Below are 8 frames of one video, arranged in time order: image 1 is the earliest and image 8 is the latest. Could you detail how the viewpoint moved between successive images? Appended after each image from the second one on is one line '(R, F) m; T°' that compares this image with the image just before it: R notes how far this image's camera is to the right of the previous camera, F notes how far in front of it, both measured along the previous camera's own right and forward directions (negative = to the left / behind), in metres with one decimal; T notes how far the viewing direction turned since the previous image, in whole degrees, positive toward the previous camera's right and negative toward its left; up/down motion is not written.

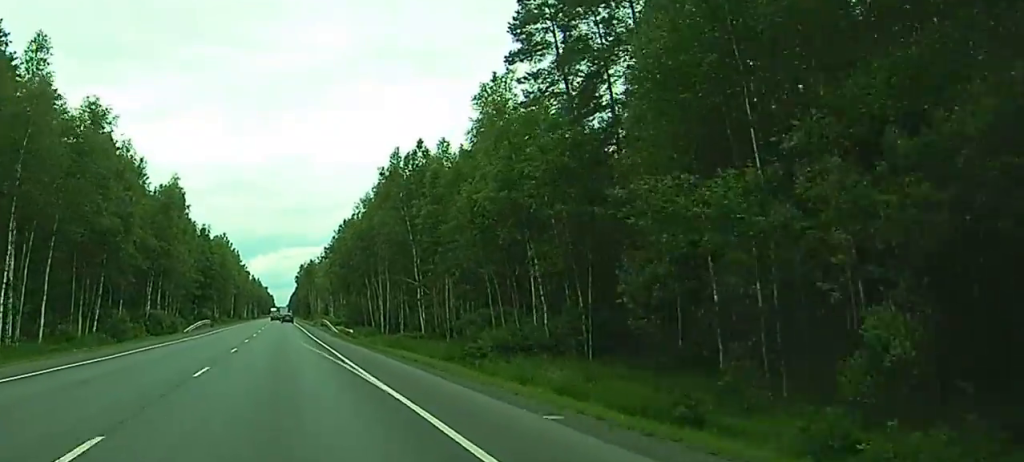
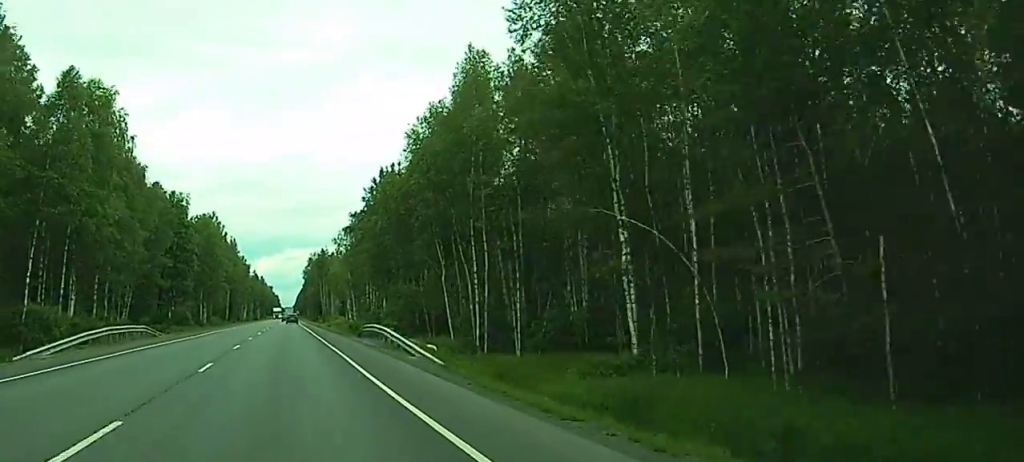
(0.0, +46.5) m; 0°
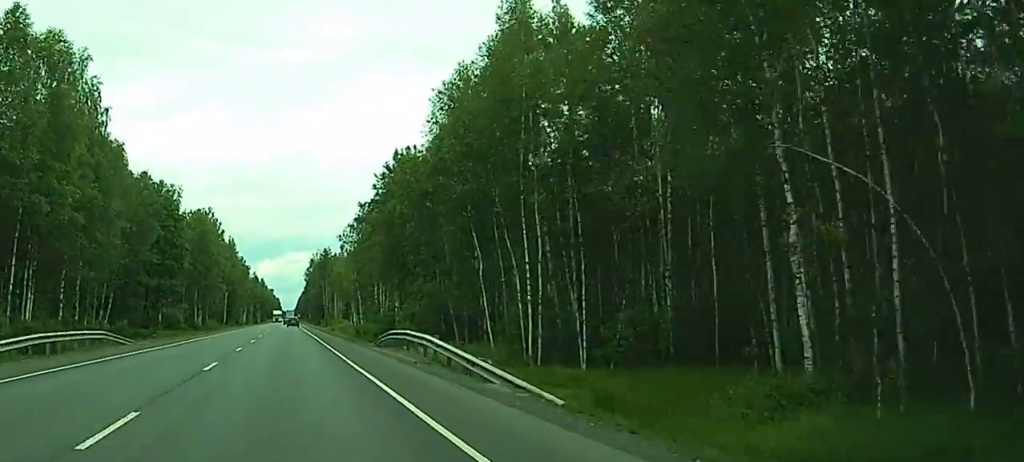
(0.0, +10.9) m; 0°
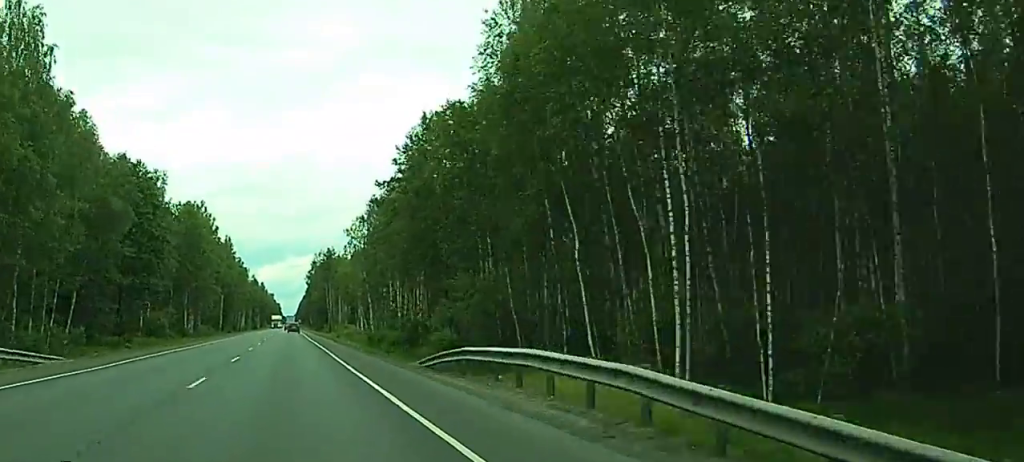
(0.0, +15.6) m; 0°
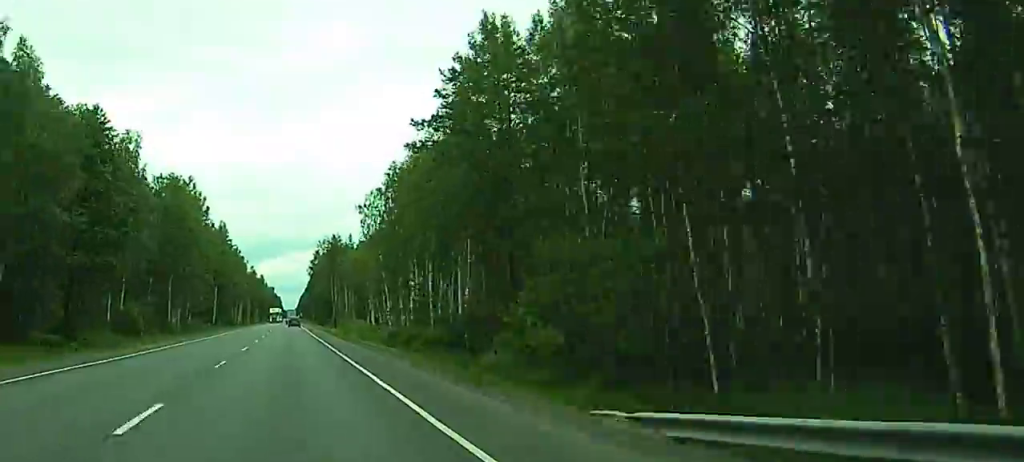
(0.0, +19.2) m; 0°
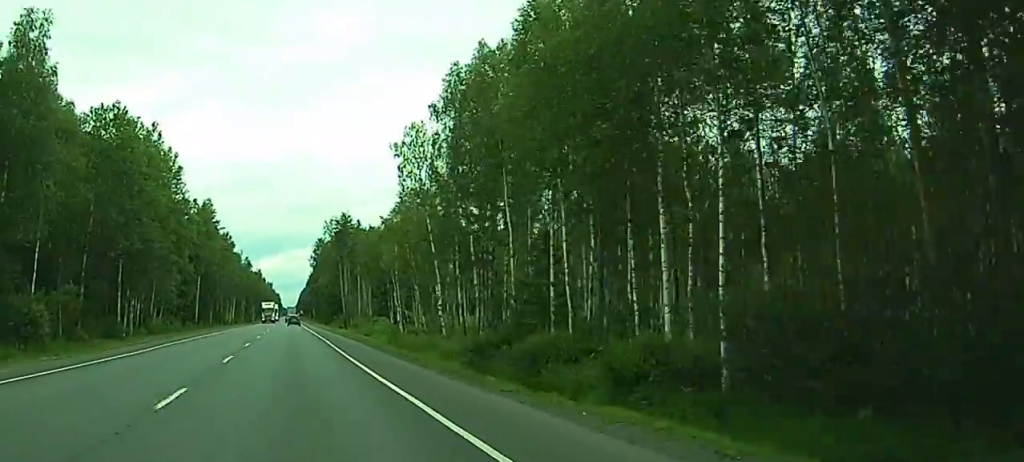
(0.0, +34.0) m; 0°
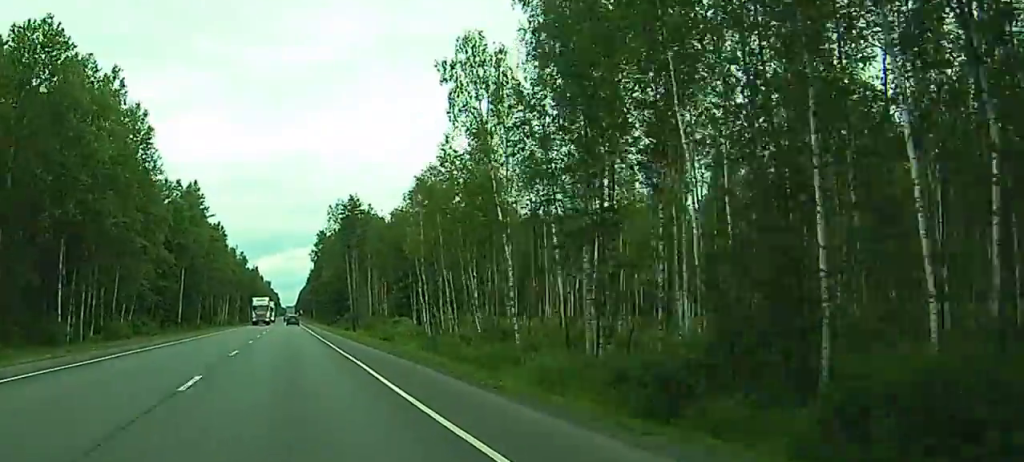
(0.0, +21.2) m; 0°
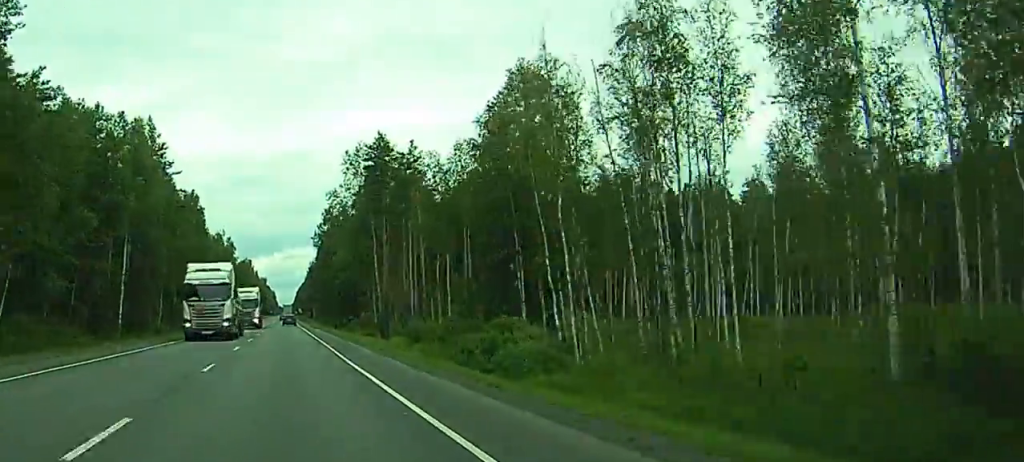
(+0.1, +43.3) m; 0°
